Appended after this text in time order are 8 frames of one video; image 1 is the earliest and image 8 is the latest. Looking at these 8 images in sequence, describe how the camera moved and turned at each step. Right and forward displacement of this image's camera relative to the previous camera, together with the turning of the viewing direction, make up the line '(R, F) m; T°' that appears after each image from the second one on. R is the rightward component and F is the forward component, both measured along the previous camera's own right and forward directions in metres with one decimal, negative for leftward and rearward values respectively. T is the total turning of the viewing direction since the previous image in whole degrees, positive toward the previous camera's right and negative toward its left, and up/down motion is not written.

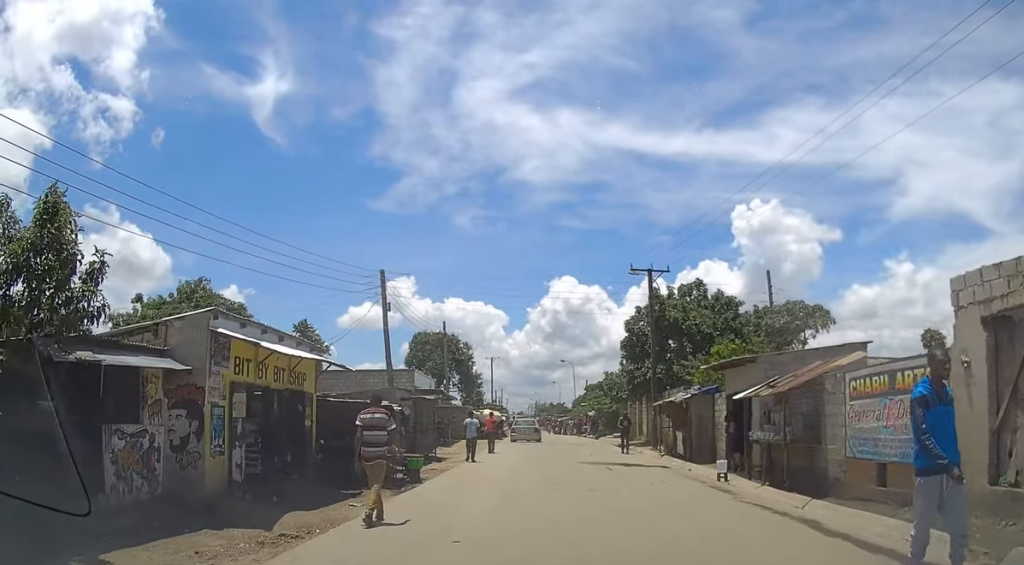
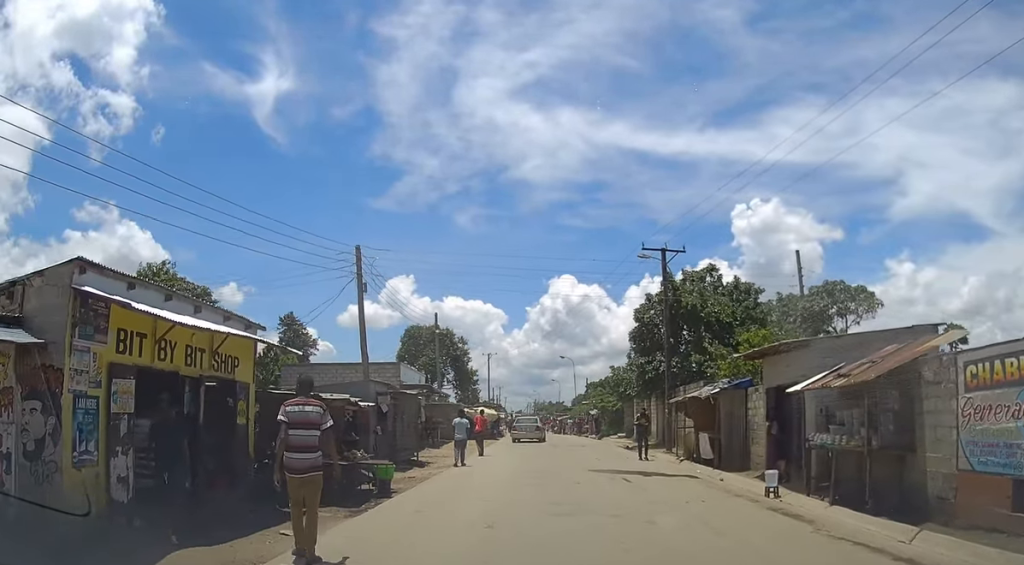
(0.0, +3.9) m; 0°
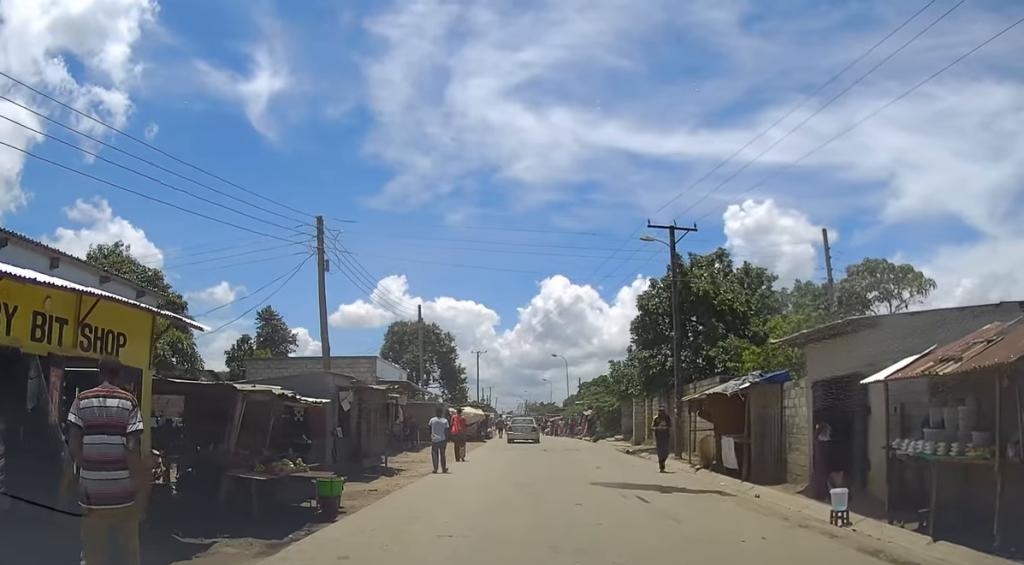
(0.0, +3.7) m; 0°
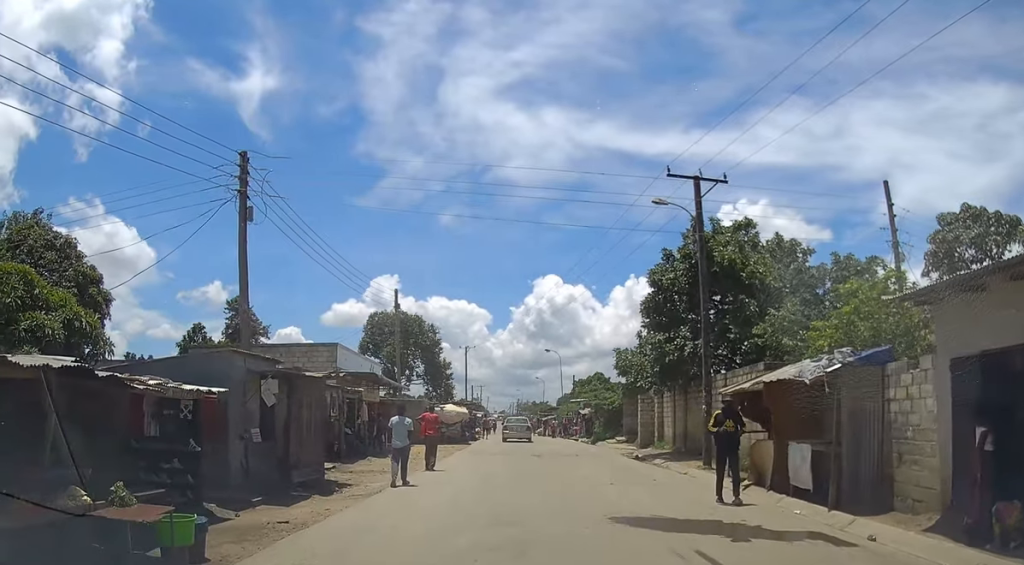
(+0.1, +5.3) m; +1°
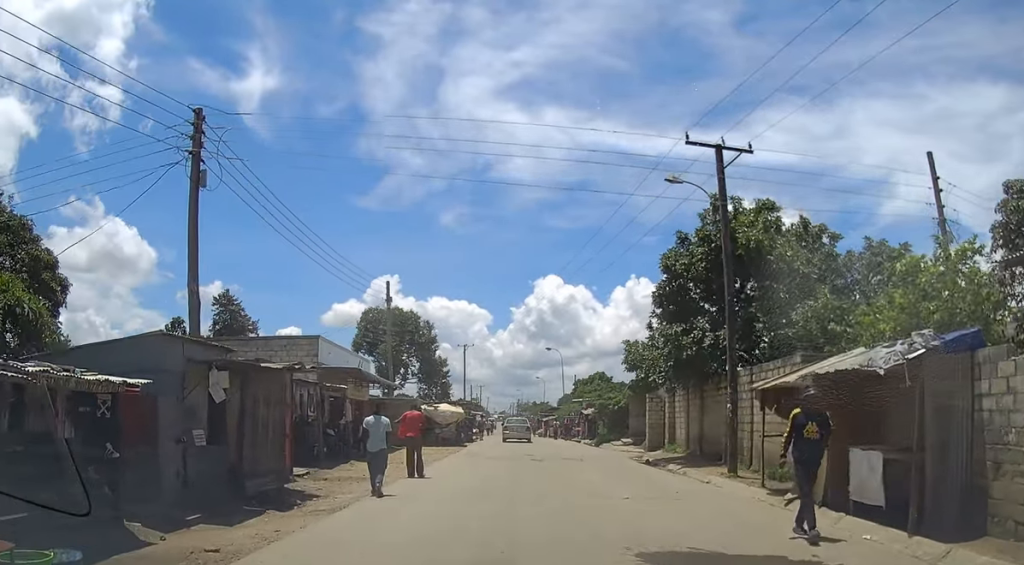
(+0.1, +2.5) m; 0°
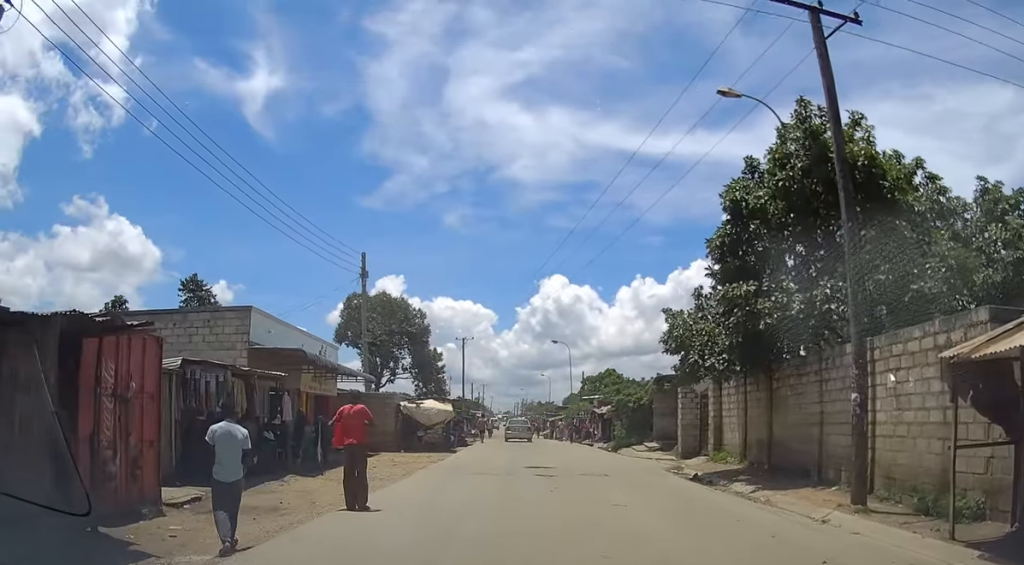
(-0.1, +6.6) m; 0°
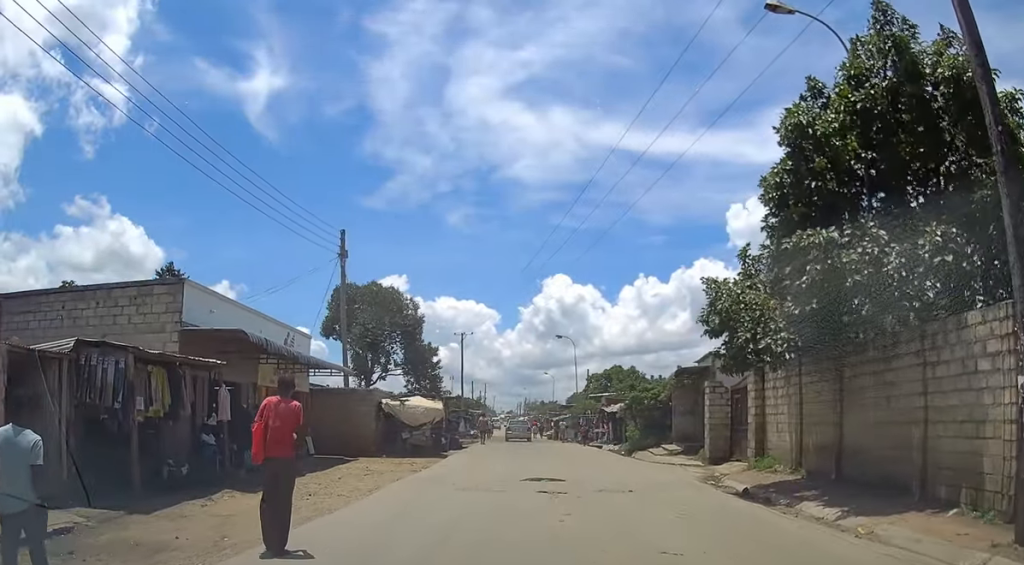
(0.0, +4.0) m; 0°
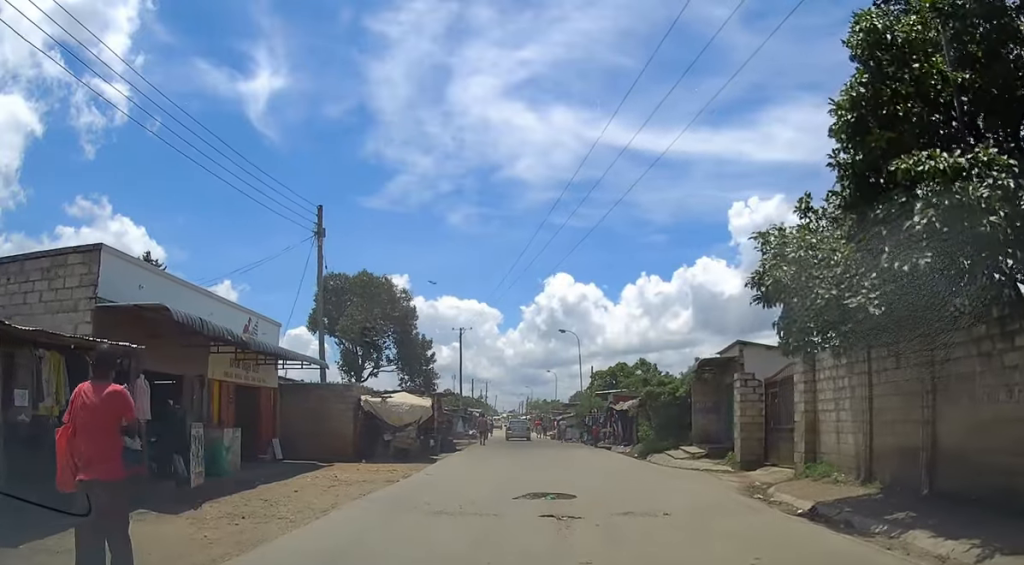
(0.0, +3.4) m; -1°
